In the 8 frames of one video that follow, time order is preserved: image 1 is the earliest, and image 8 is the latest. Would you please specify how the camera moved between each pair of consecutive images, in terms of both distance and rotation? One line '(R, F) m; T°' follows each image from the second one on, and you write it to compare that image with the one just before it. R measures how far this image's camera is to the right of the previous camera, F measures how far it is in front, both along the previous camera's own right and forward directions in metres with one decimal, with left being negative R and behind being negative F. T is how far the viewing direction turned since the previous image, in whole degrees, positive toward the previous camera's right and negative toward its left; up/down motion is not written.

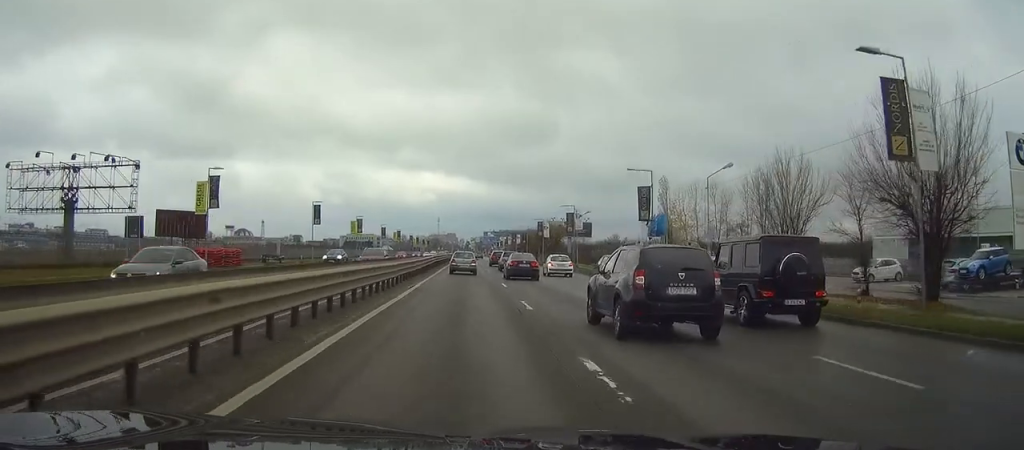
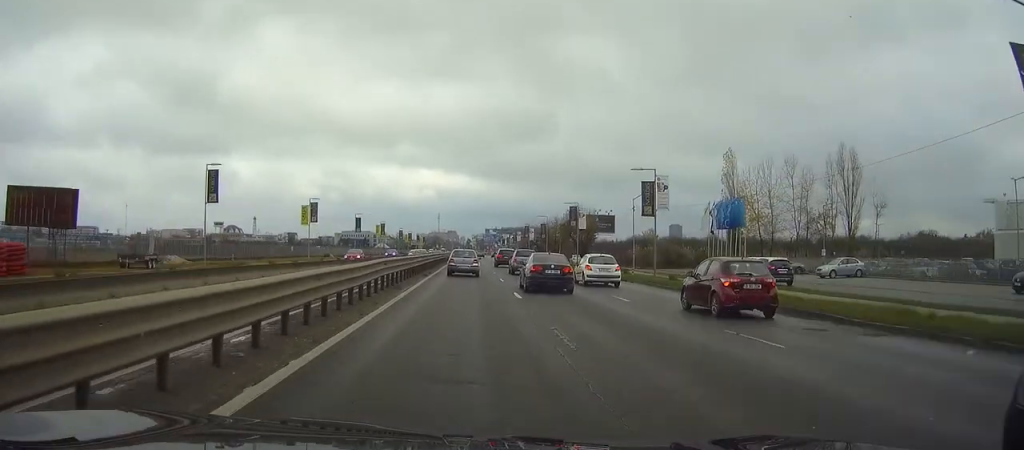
(0.0, +31.2) m; 0°
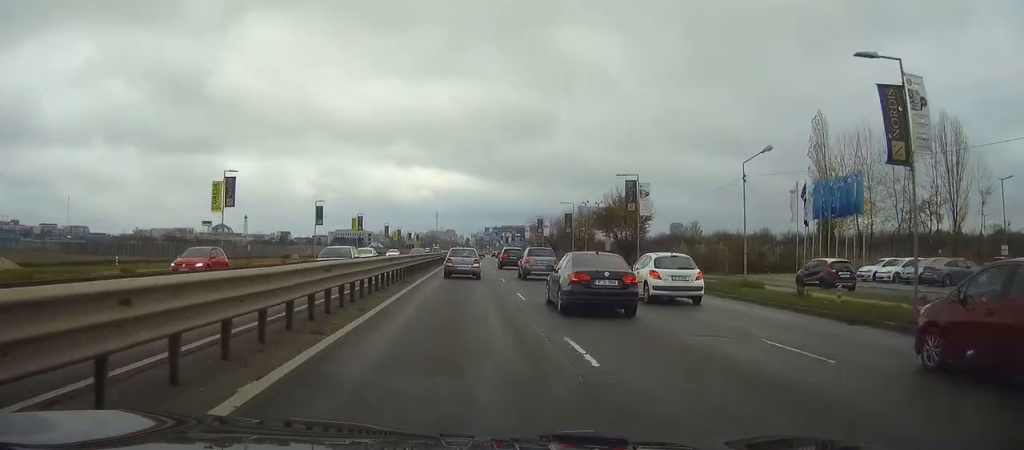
(0.0, +25.5) m; 0°
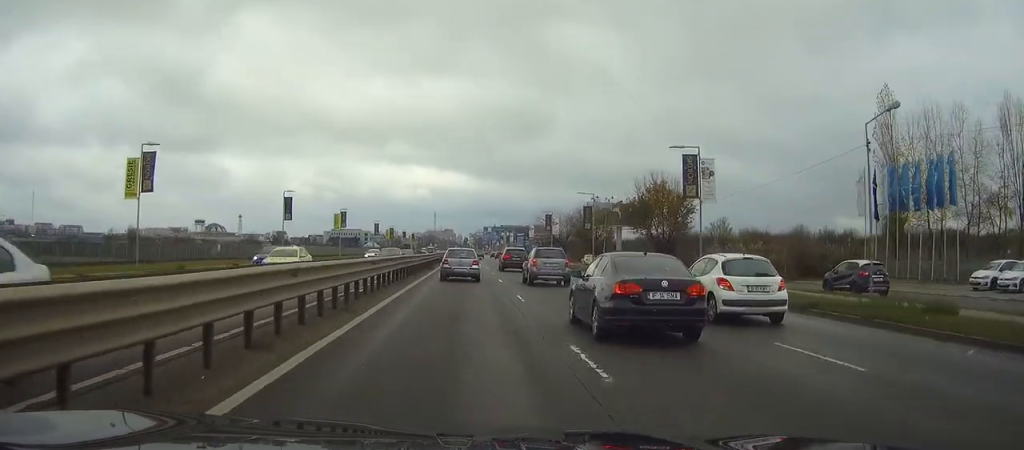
(0.0, +12.6) m; 0°
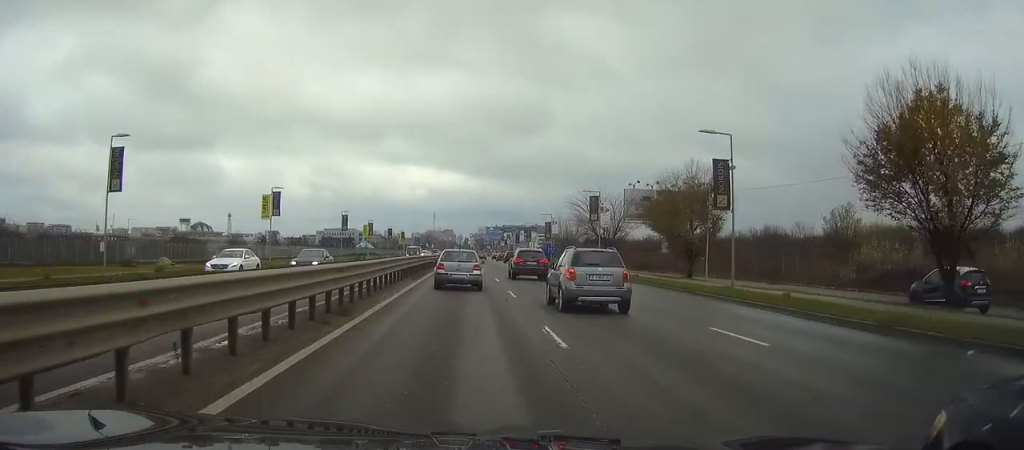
(+0.1, +32.1) m; 0°
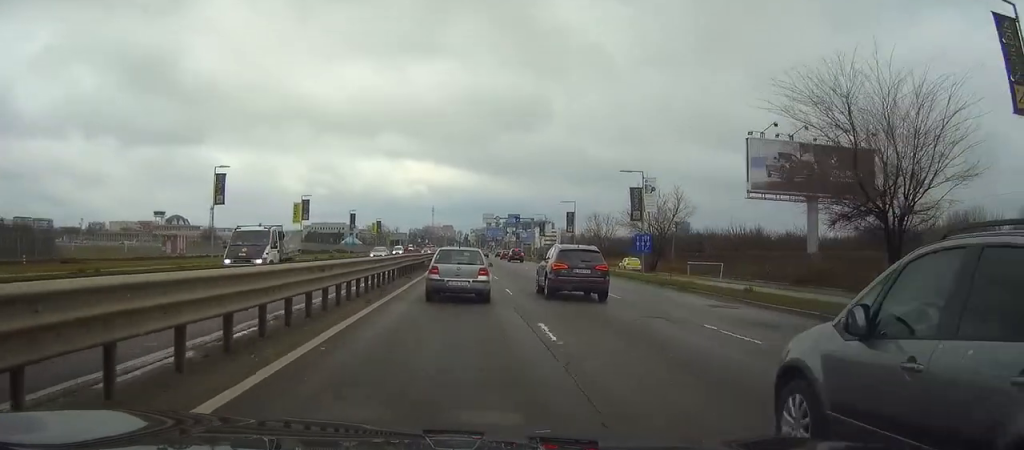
(0.0, +46.9) m; 0°
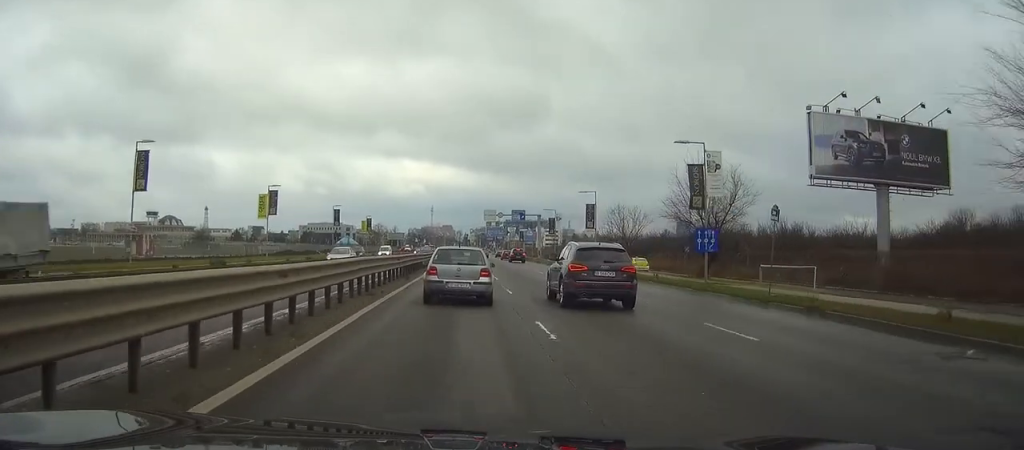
(0.0, +11.6) m; 0°
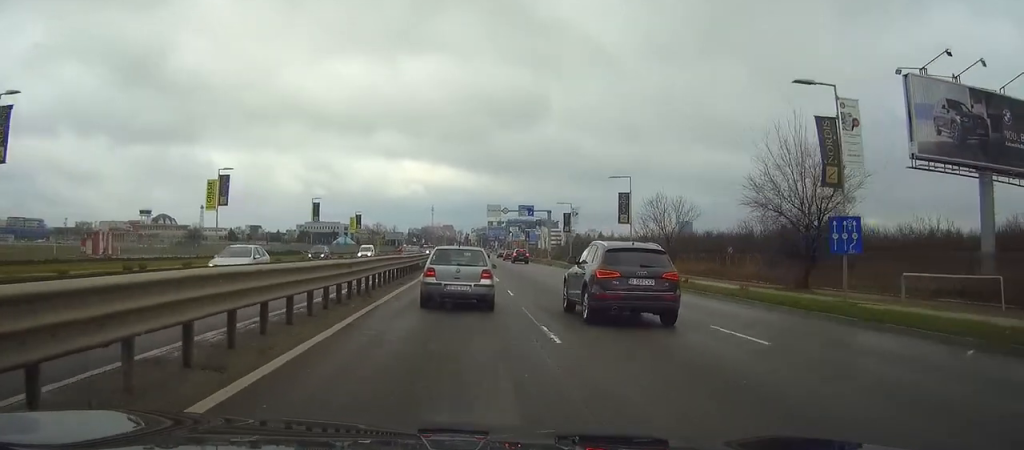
(0.0, +12.3) m; 0°
